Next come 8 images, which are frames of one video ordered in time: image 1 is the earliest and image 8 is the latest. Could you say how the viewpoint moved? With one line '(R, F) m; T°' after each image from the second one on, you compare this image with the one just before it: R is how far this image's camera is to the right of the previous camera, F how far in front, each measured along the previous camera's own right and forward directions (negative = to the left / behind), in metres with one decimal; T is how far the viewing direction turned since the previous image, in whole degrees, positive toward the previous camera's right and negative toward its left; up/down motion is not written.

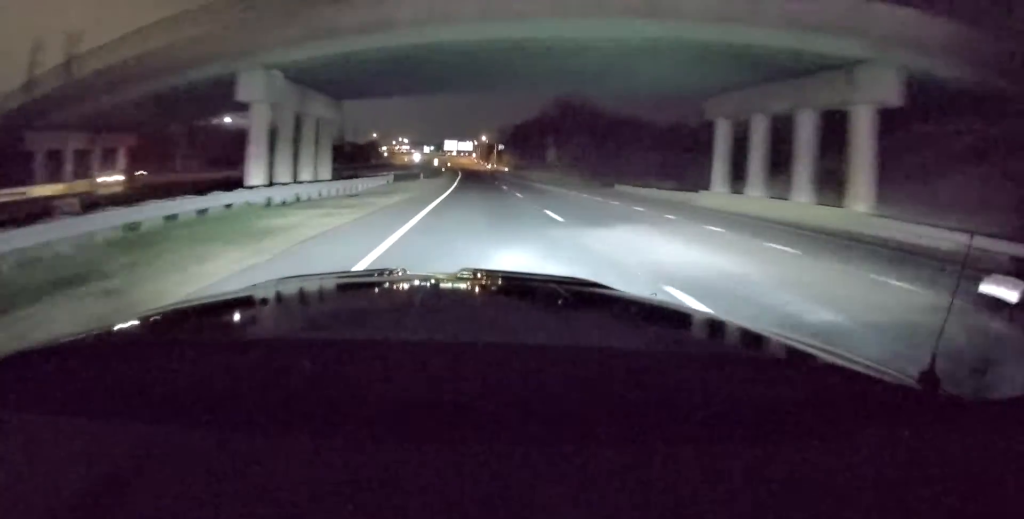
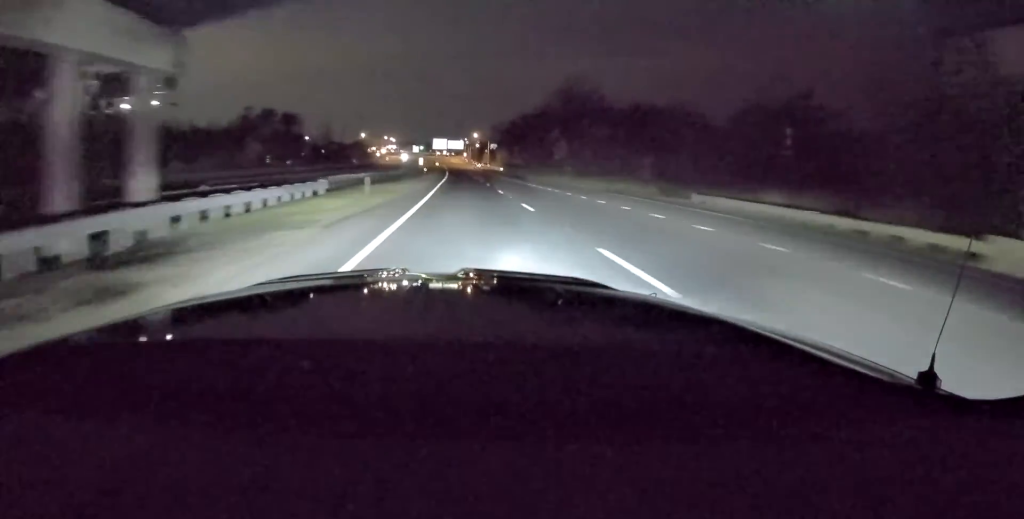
(+0.1, +21.9) m; 0°
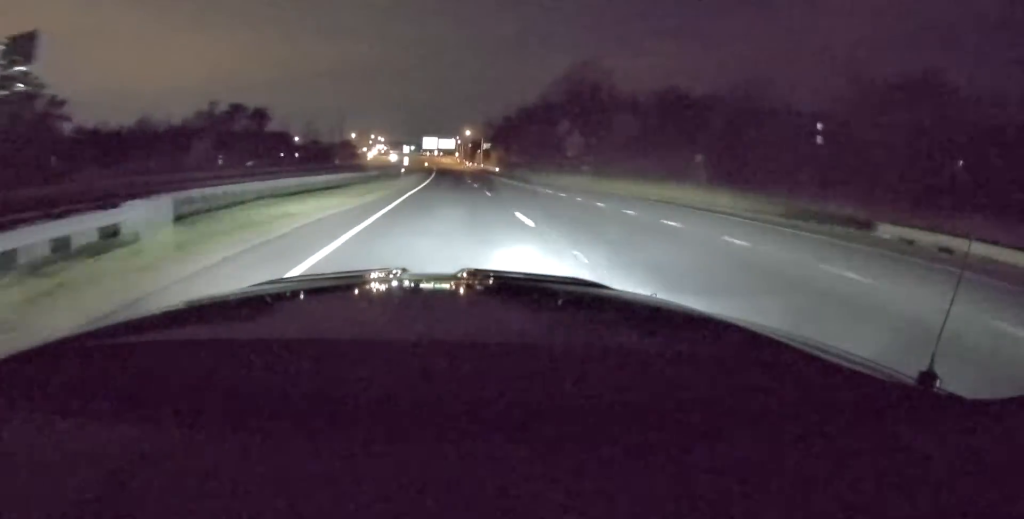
(-0.2, +18.1) m; 0°
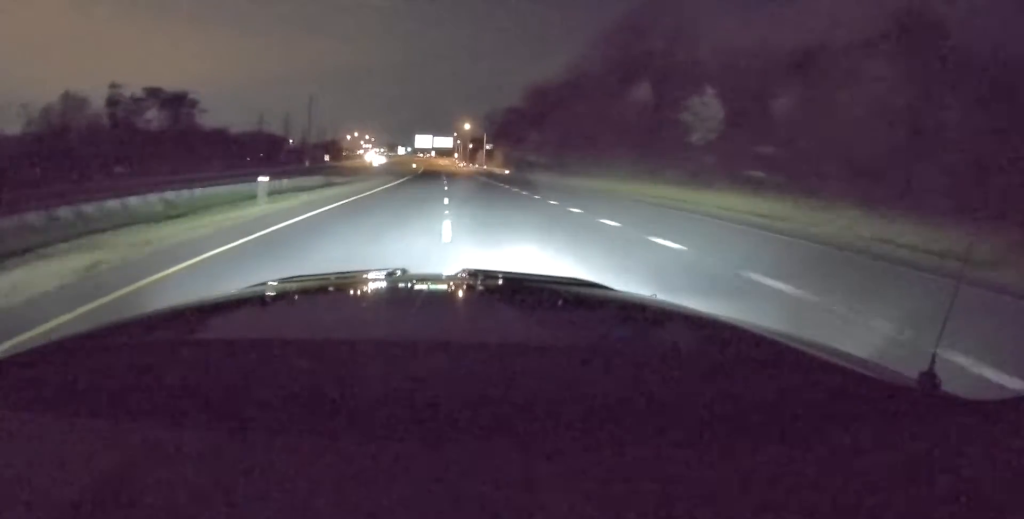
(+0.3, +40.2) m; +1°
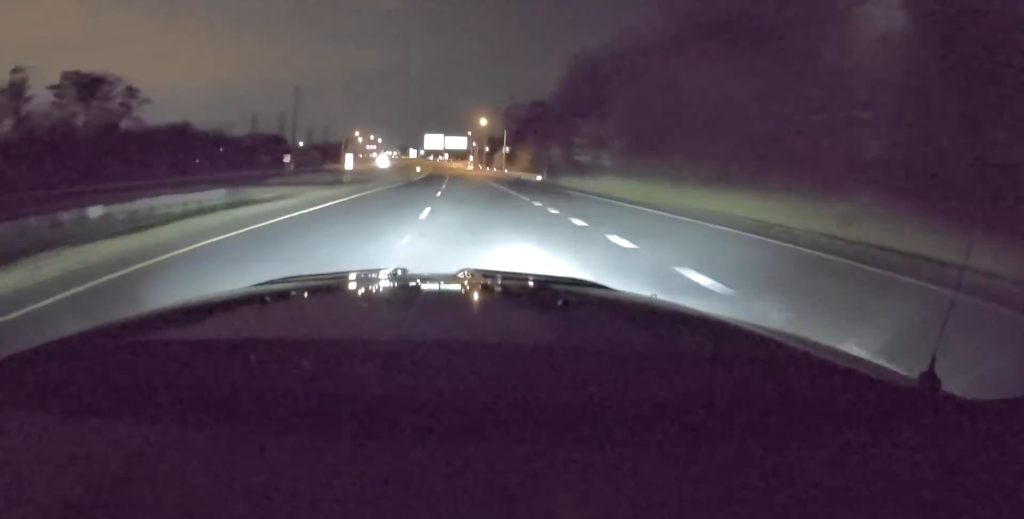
(+0.4, +29.4) m; +1°
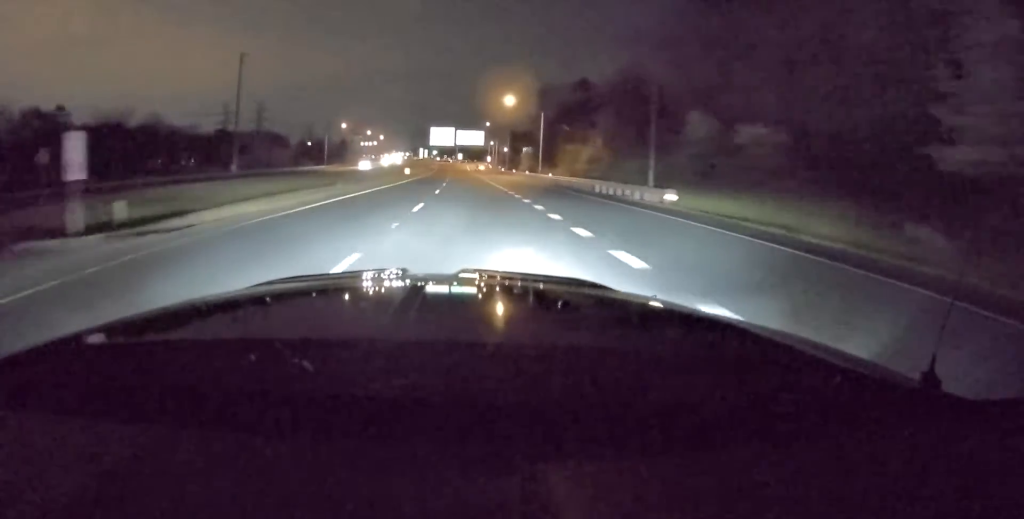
(-0.5, +48.6) m; -2°
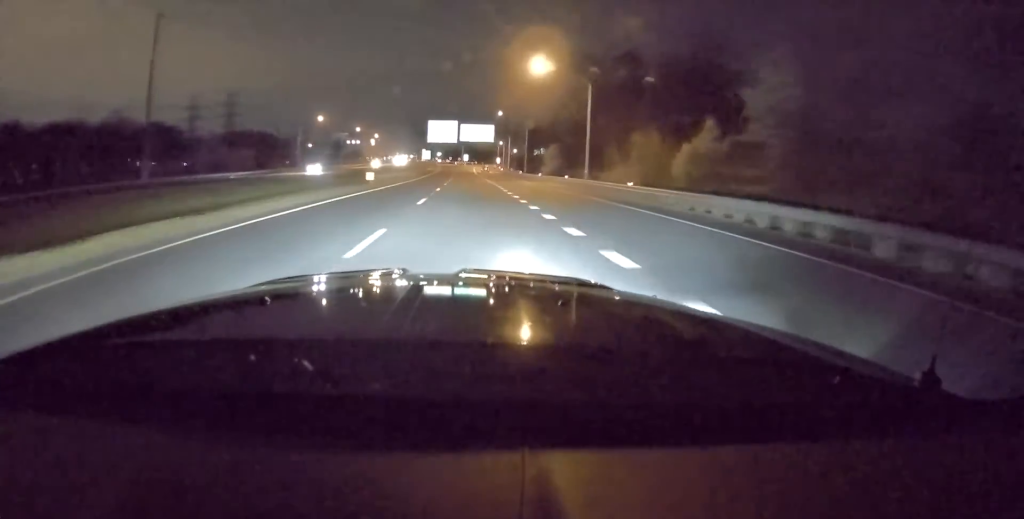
(-0.9, +33.5) m; -2°
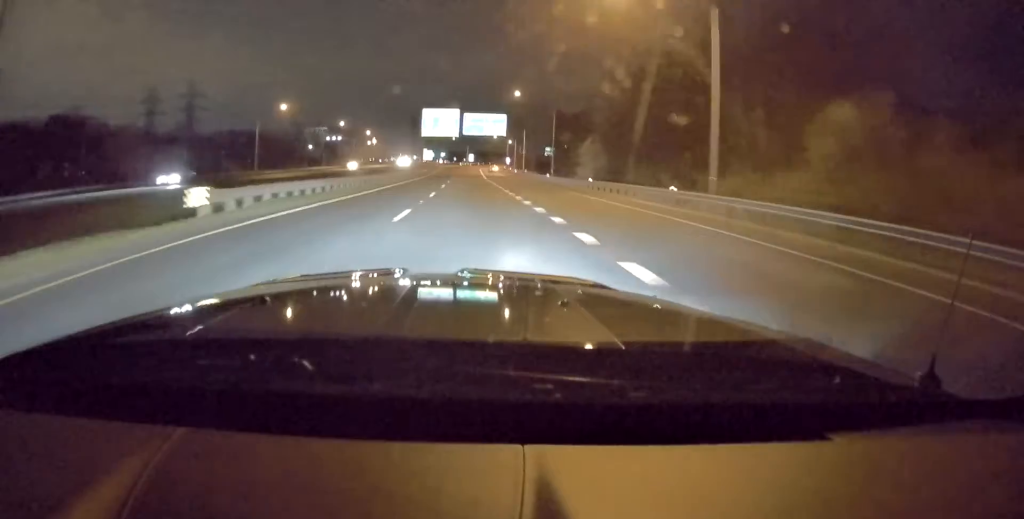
(+0.2, +31.5) m; 0°
